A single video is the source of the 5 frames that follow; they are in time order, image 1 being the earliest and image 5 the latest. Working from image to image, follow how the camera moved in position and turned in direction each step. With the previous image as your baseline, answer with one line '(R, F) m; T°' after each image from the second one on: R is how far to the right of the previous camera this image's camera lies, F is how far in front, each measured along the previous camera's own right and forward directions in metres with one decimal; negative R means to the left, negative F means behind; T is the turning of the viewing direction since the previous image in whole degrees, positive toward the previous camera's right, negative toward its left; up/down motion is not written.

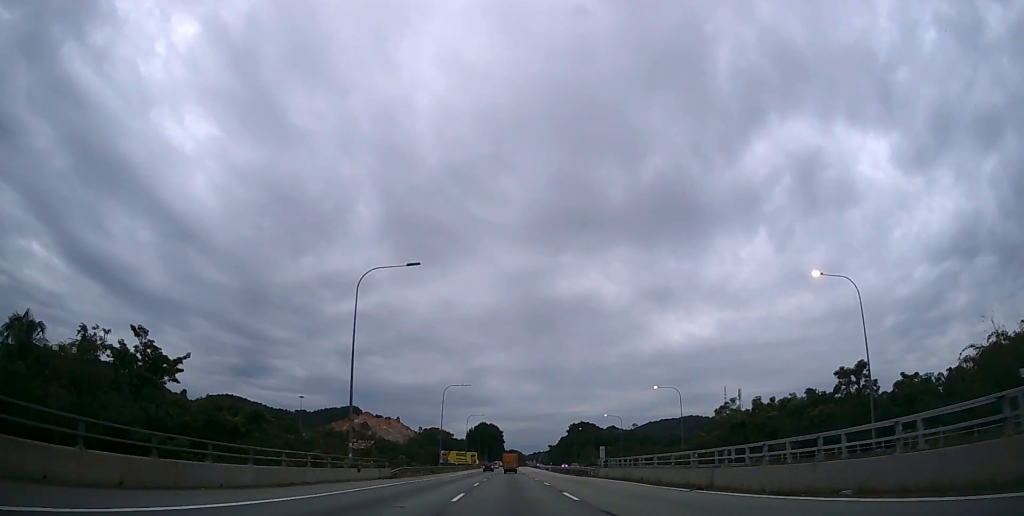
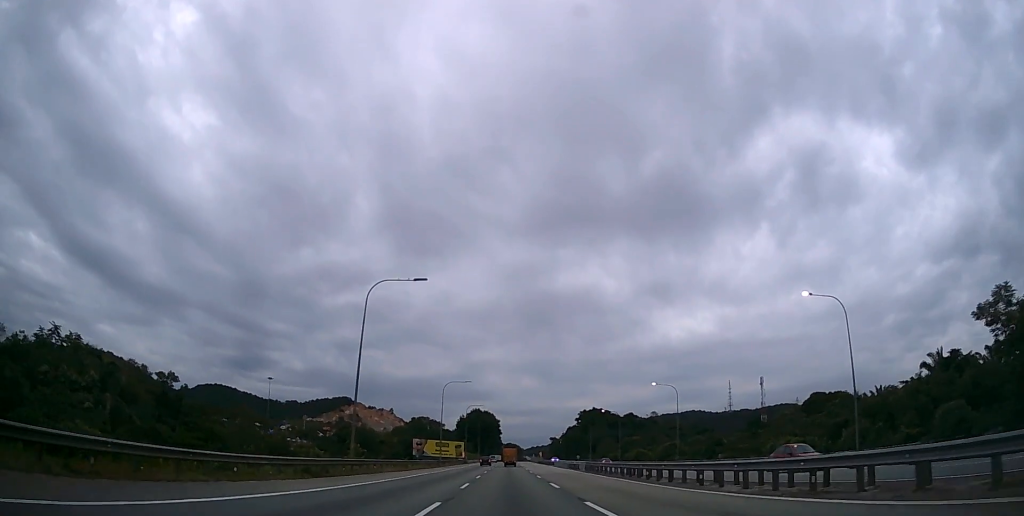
(+0.1, +43.1) m; 0°
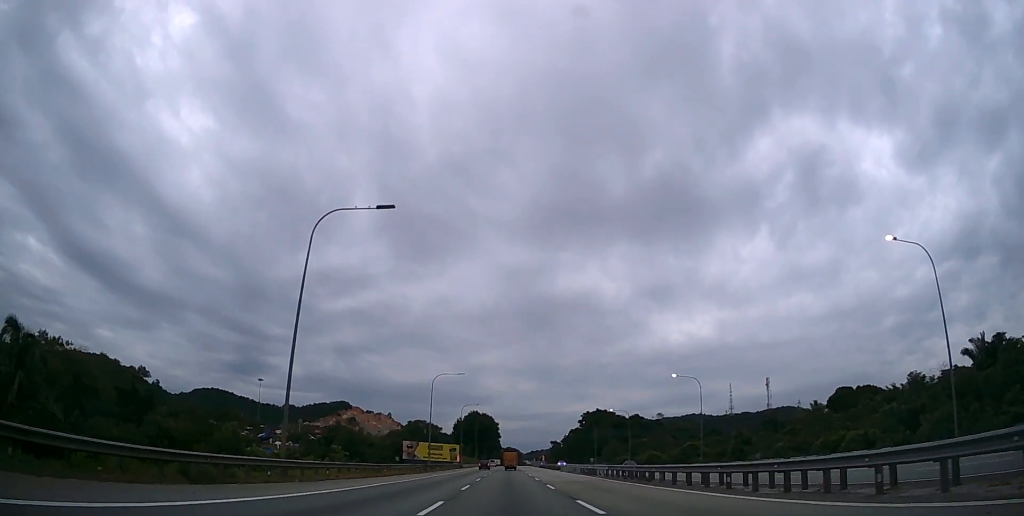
(0.0, +10.8) m; 0°
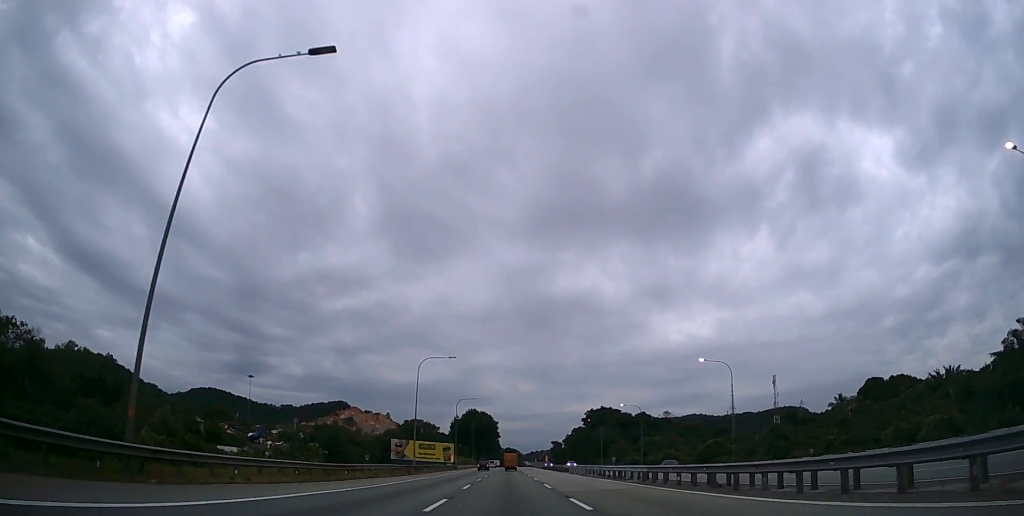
(0.0, +10.8) m; 0°
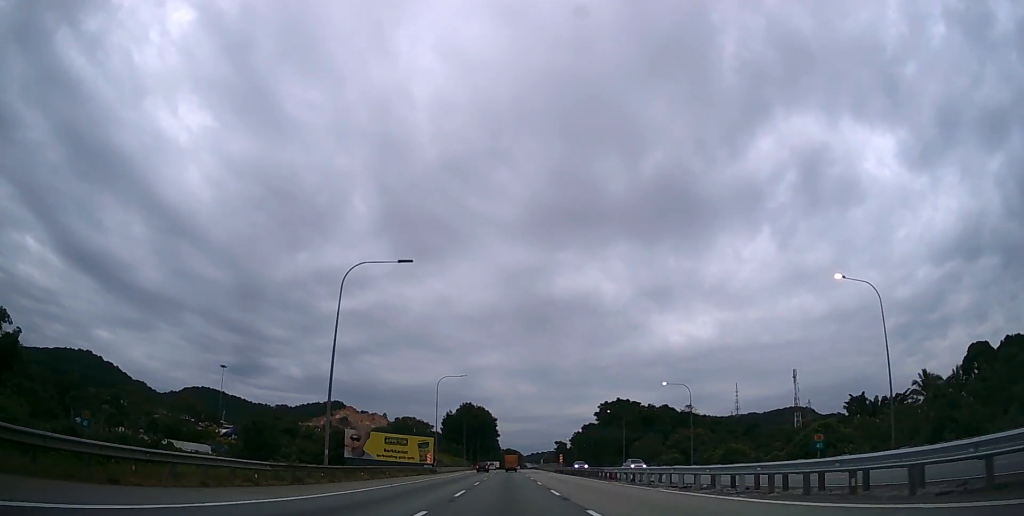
(0.0, +28.4) m; 0°
